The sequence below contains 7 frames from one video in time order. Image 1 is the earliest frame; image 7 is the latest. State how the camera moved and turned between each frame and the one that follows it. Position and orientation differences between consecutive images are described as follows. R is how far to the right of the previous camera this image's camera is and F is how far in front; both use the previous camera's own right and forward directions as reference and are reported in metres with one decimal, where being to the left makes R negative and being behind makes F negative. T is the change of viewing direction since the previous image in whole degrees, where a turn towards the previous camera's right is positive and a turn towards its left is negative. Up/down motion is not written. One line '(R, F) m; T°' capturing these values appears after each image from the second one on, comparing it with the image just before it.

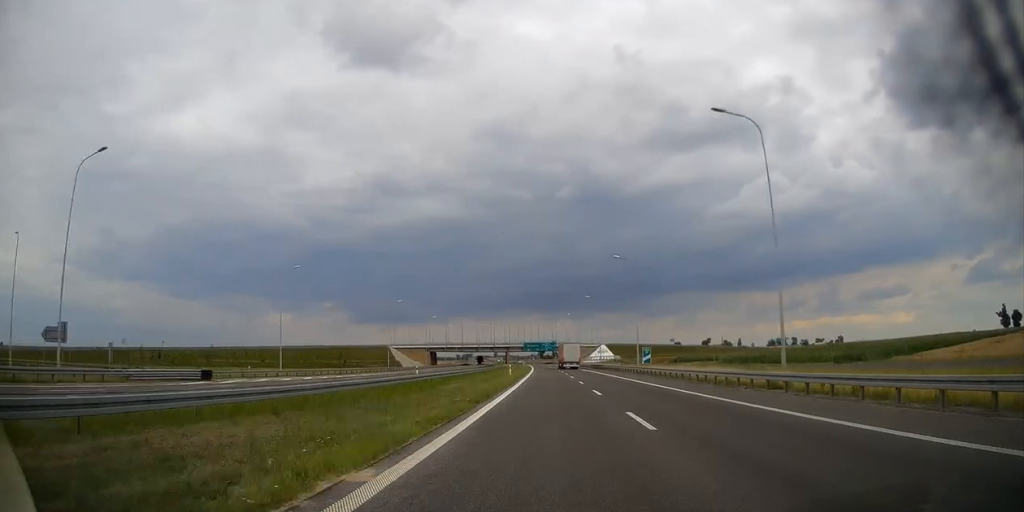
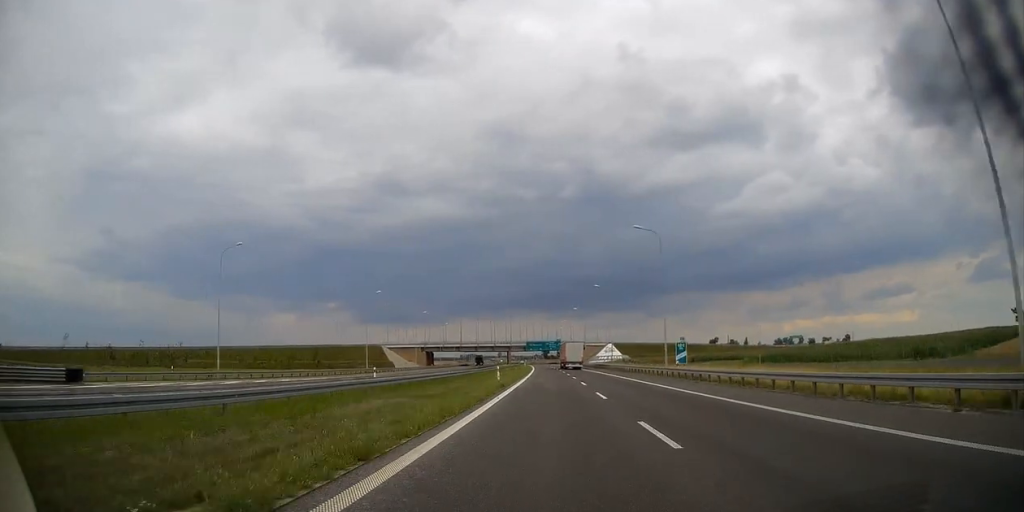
(-0.1, +14.7) m; 0°
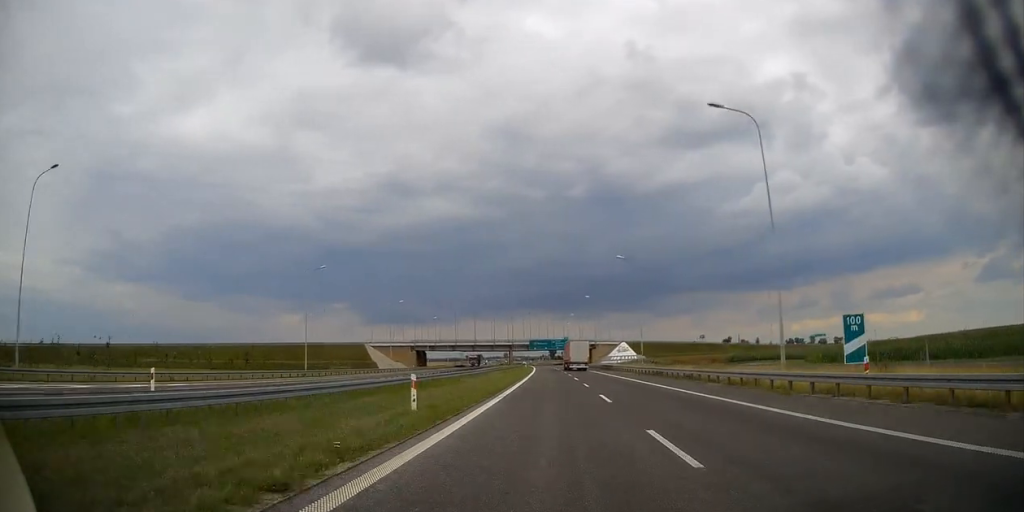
(-0.2, +25.8) m; -1°
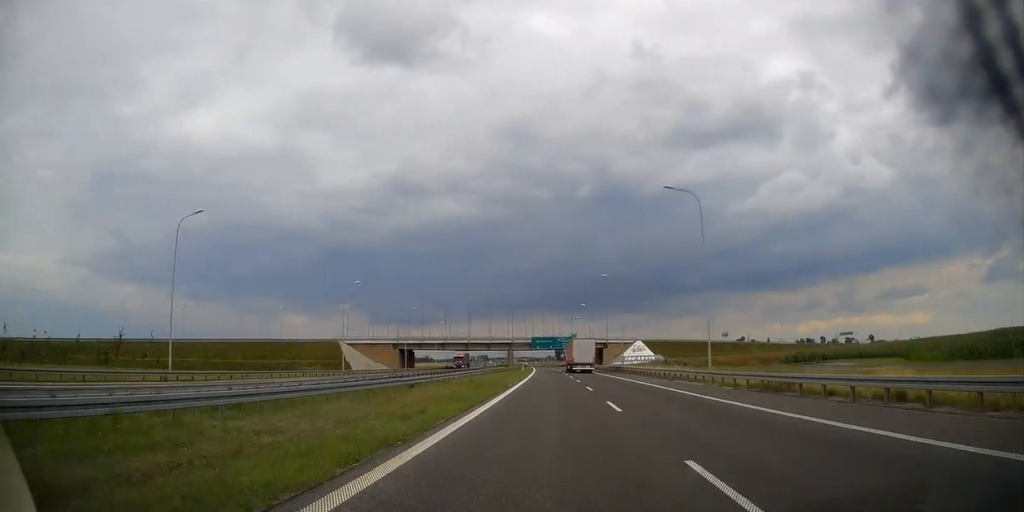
(-0.1, +27.1) m; 0°
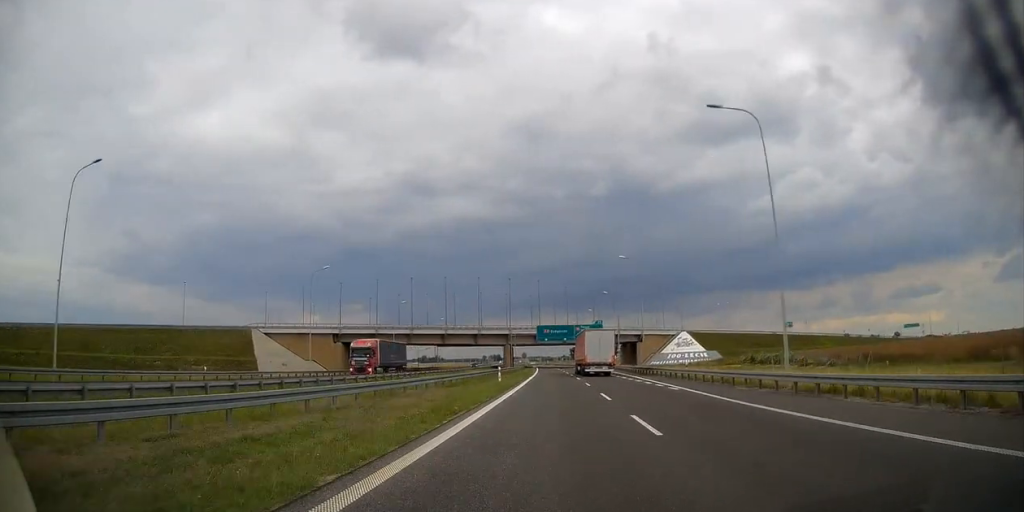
(-0.6, +53.1) m; -1°
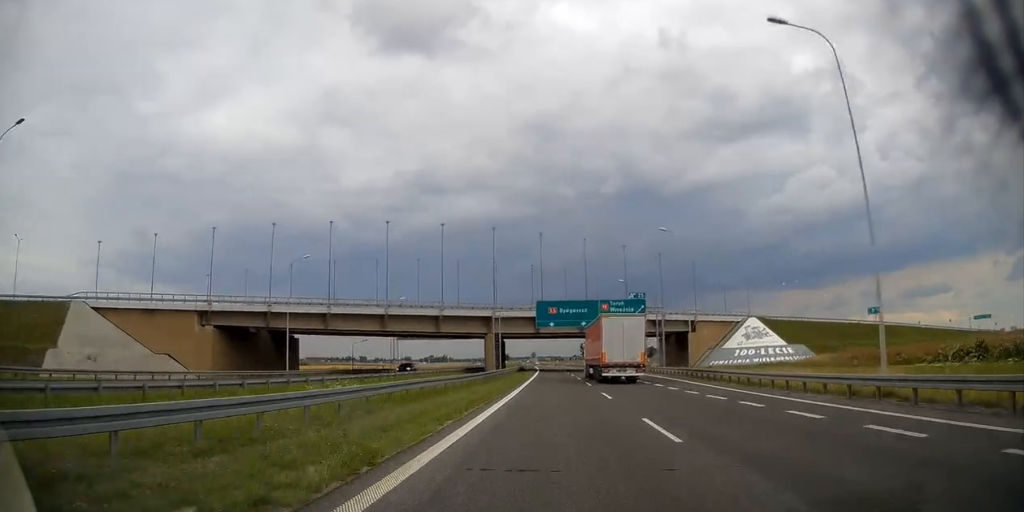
(-0.6, +47.3) m; -1°
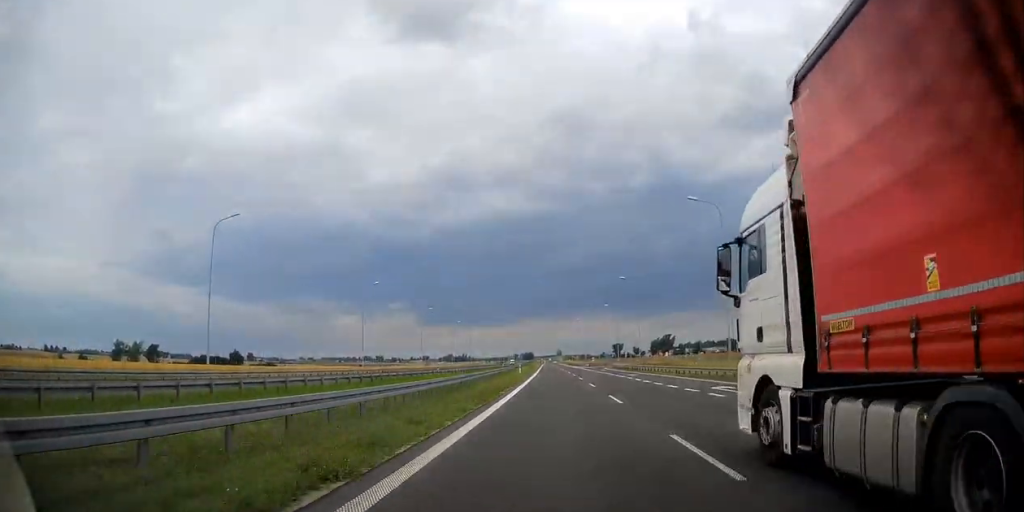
(-1.5, +124.8) m; -2°
